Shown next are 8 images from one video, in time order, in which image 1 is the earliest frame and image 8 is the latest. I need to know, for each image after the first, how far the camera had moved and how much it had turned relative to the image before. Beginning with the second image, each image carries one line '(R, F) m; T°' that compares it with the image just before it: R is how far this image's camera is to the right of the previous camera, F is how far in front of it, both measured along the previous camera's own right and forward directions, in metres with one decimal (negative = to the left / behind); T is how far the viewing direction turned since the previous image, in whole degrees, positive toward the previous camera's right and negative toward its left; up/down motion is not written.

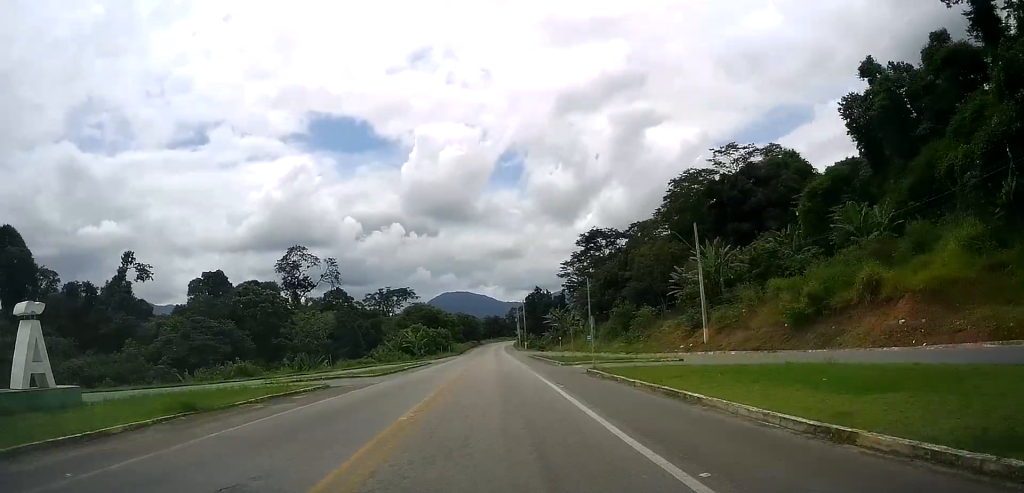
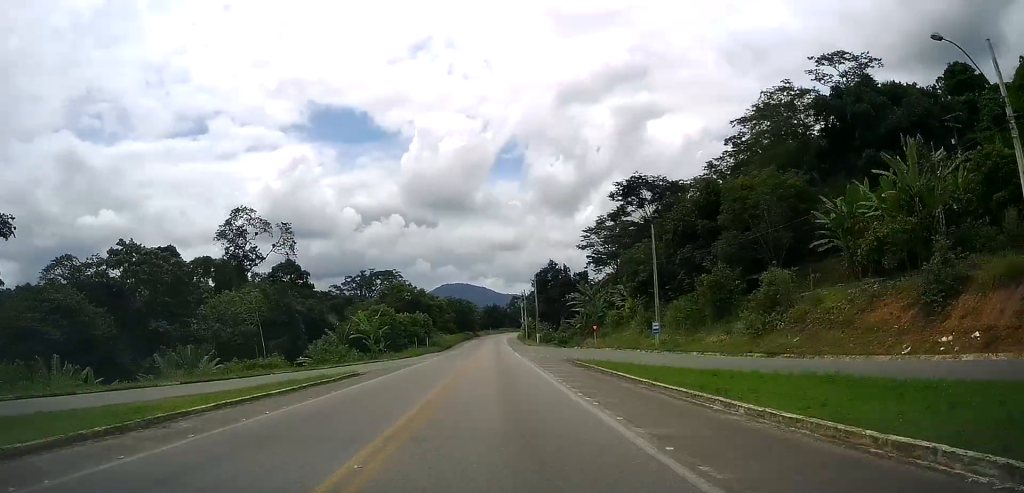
(+0.3, +34.9) m; +1°
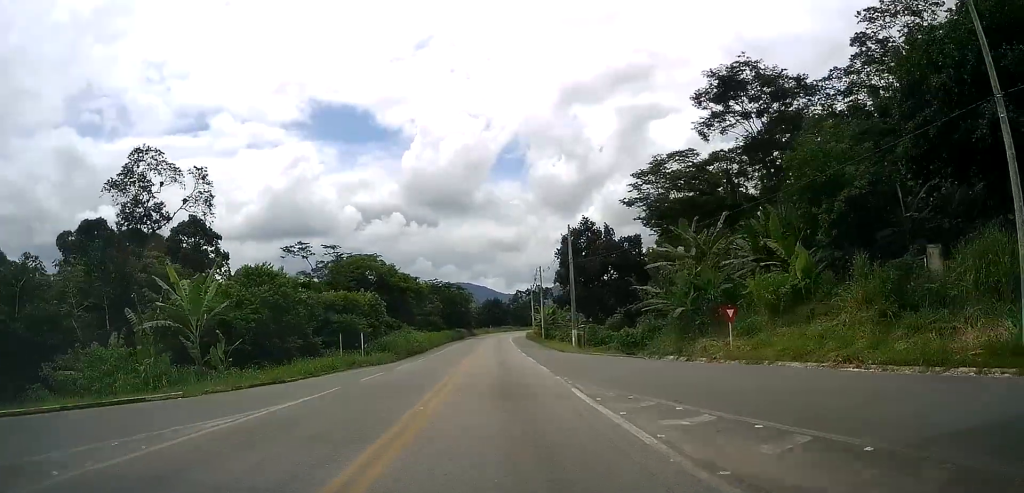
(-0.2, +37.7) m; -1°
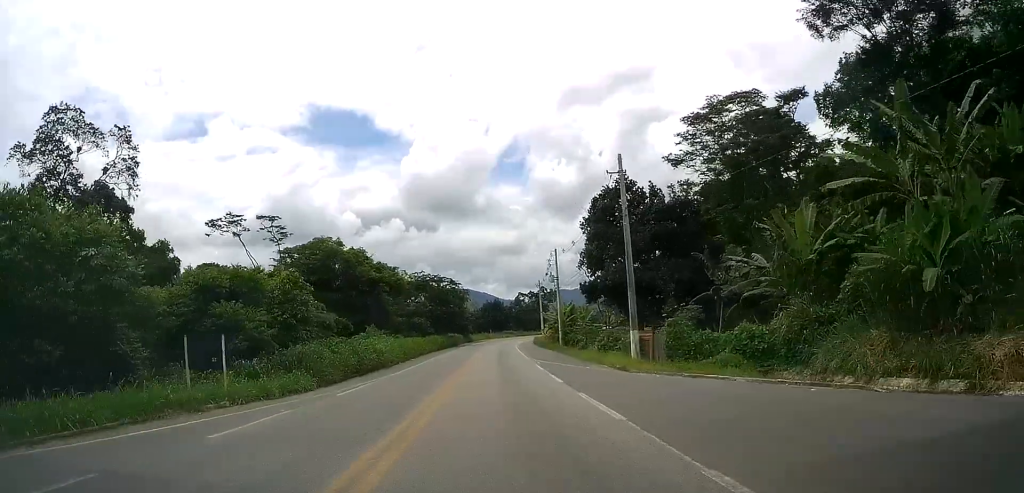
(-0.1, +20.2) m; 0°
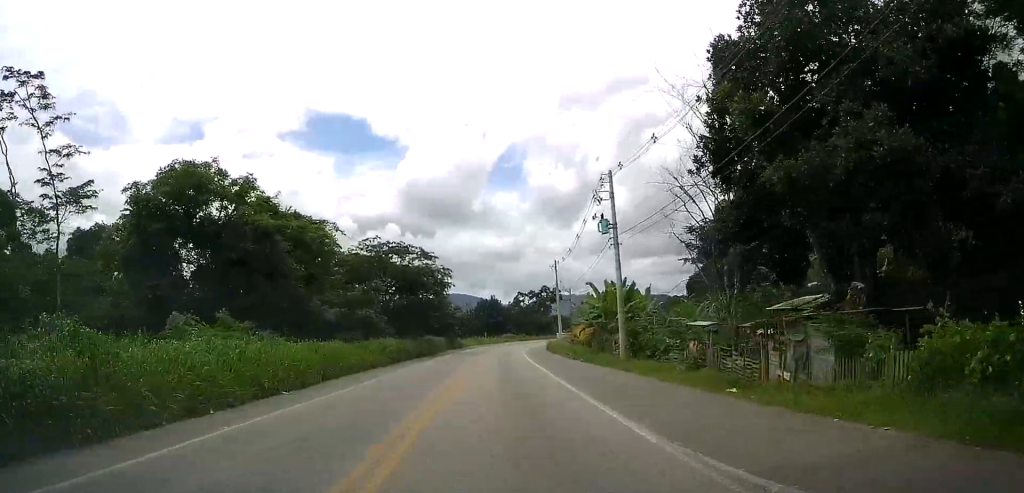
(+0.2, +30.4) m; 0°
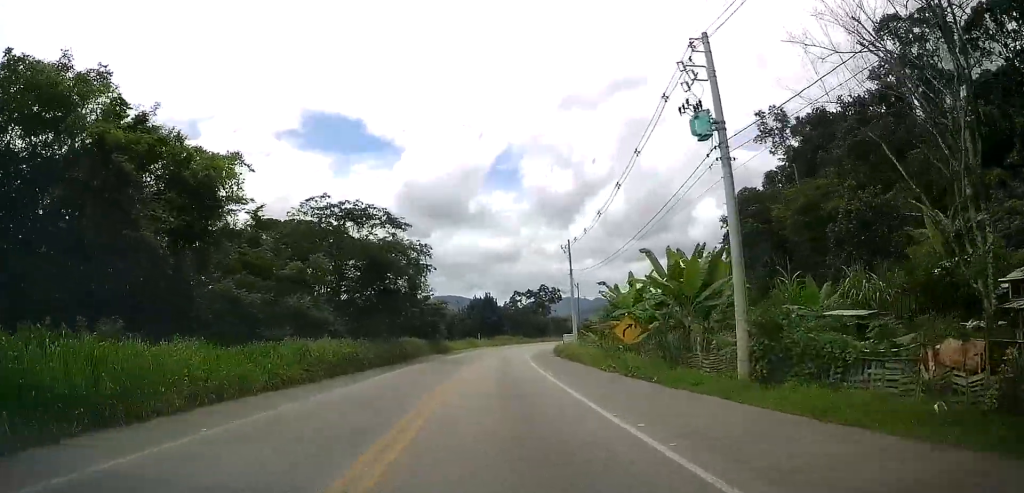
(0.0, +15.6) m; 0°
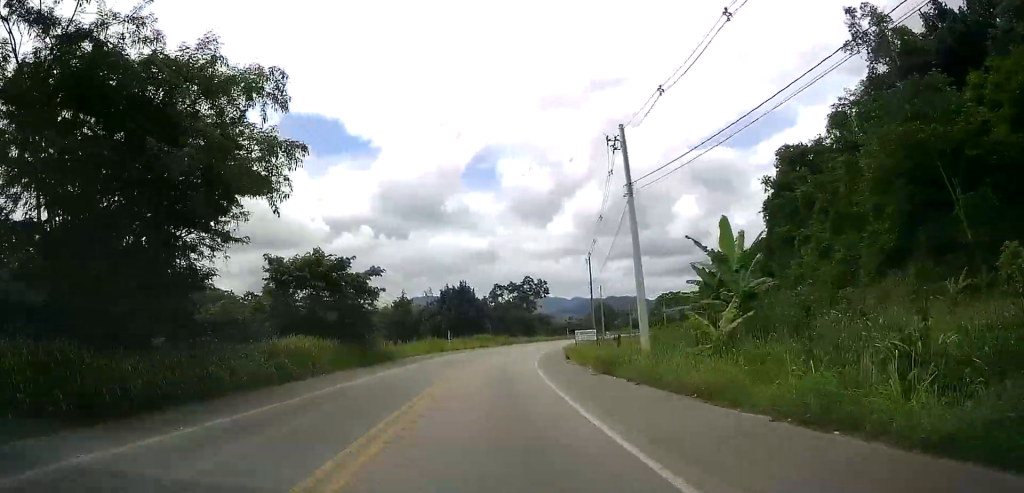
(-0.2, +28.2) m; +1°
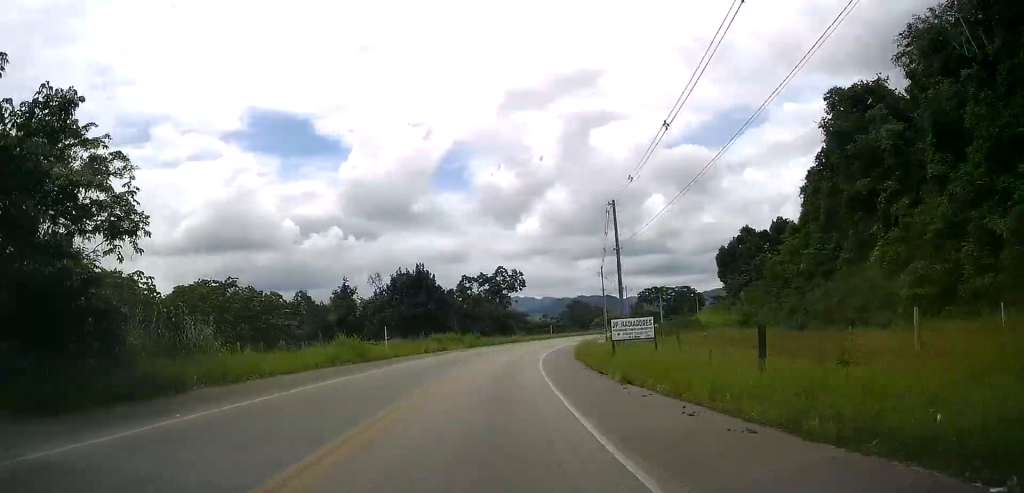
(+0.5, +25.8) m; +3°
